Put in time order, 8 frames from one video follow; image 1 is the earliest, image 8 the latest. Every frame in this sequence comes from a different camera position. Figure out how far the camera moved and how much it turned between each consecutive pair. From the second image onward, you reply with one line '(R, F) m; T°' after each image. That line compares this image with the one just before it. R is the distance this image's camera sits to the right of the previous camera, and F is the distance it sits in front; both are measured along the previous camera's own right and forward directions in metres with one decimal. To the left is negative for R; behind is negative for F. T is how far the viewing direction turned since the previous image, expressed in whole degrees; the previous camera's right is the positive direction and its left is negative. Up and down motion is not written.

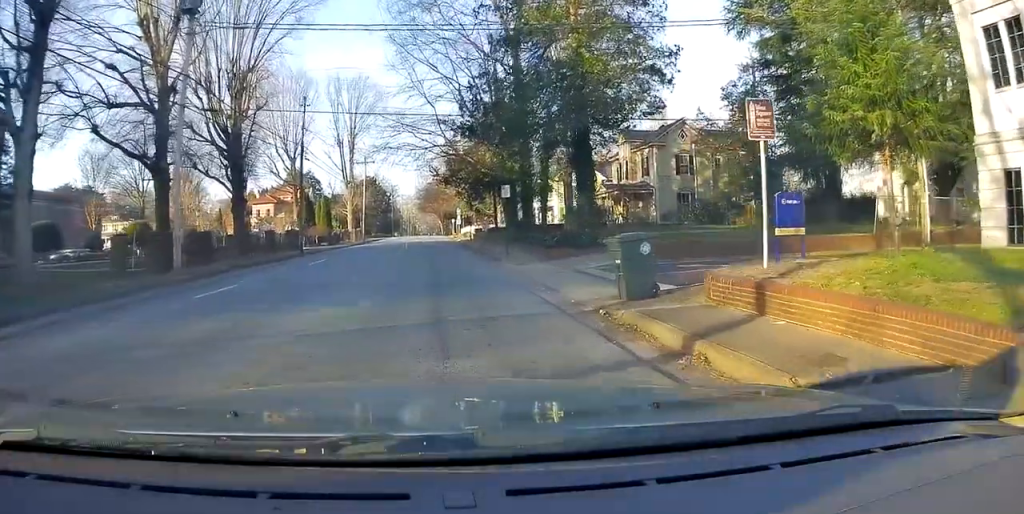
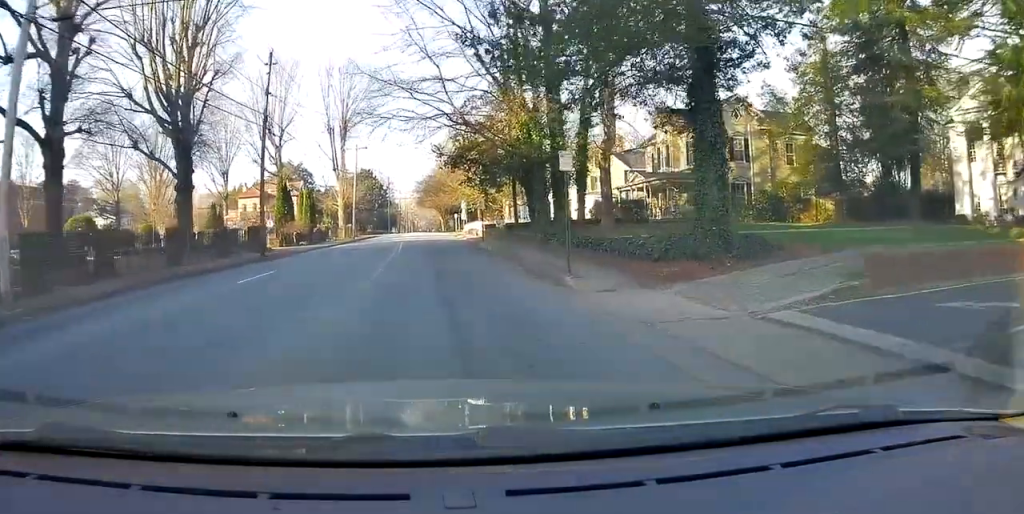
(-0.2, +9.1) m; -1°
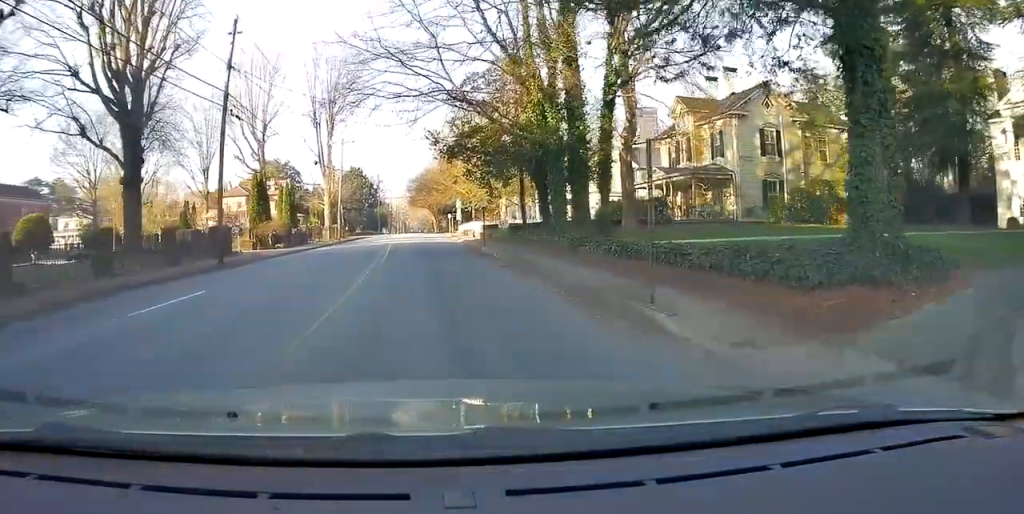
(0.0, +5.5) m; 0°
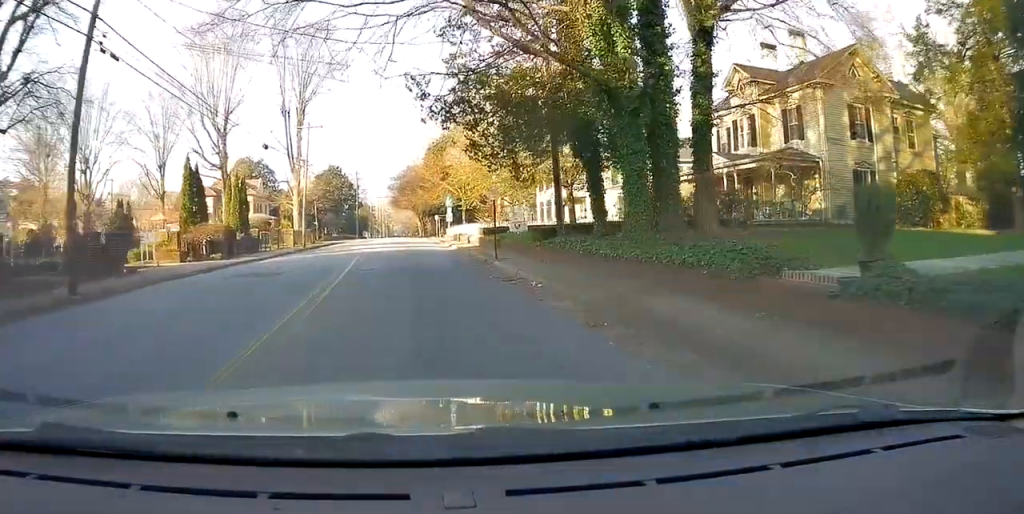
(0.0, +11.2) m; 0°
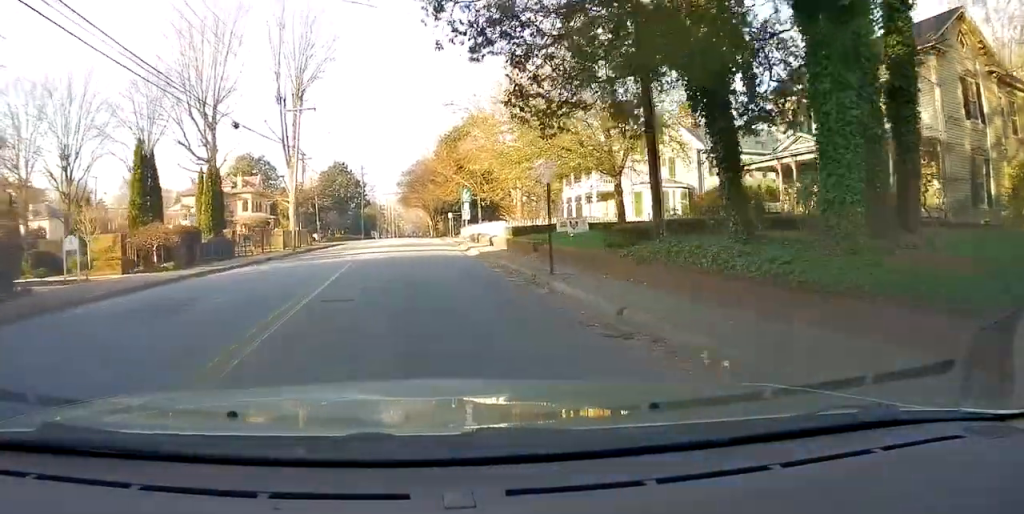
(+0.1, +7.6) m; +1°
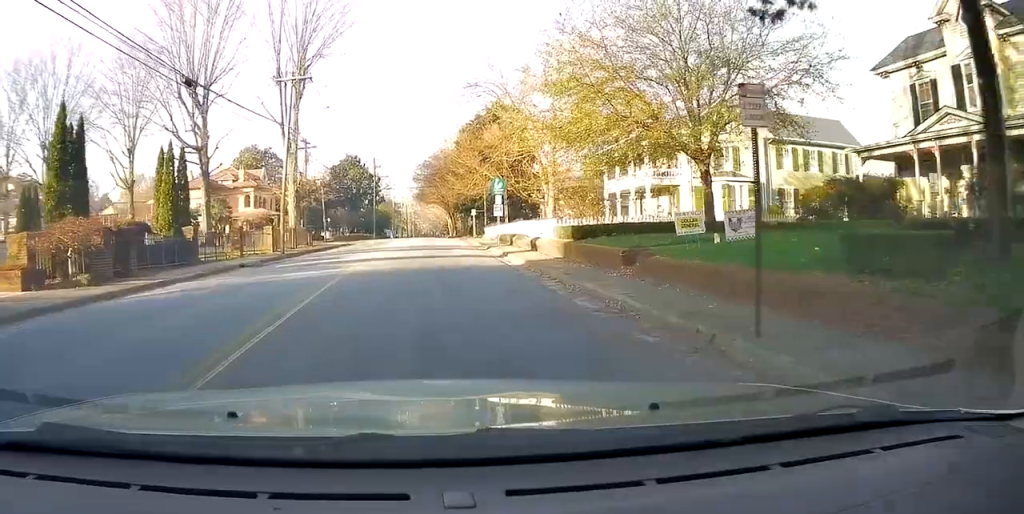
(+0.1, +7.8) m; 0°
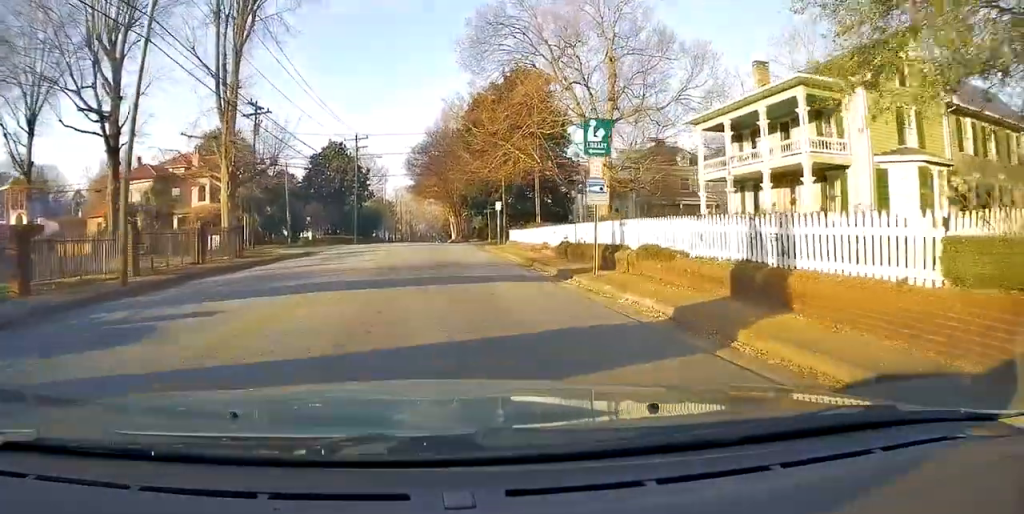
(-0.2, +18.0) m; -1°
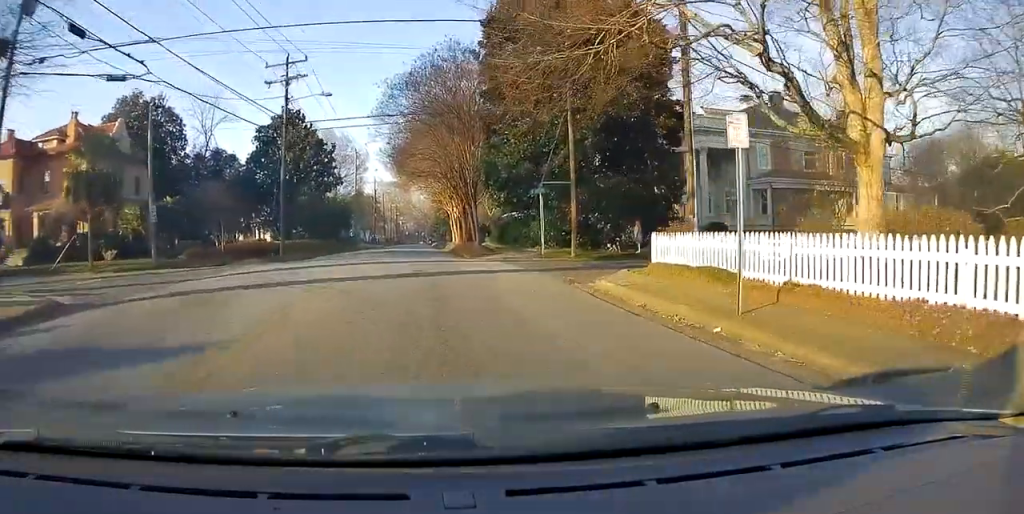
(+0.7, +27.8) m; +2°
